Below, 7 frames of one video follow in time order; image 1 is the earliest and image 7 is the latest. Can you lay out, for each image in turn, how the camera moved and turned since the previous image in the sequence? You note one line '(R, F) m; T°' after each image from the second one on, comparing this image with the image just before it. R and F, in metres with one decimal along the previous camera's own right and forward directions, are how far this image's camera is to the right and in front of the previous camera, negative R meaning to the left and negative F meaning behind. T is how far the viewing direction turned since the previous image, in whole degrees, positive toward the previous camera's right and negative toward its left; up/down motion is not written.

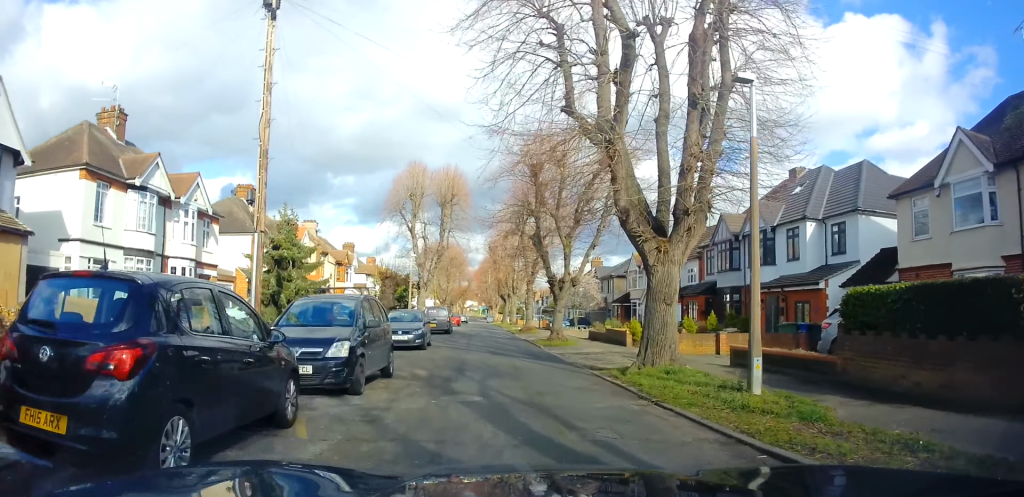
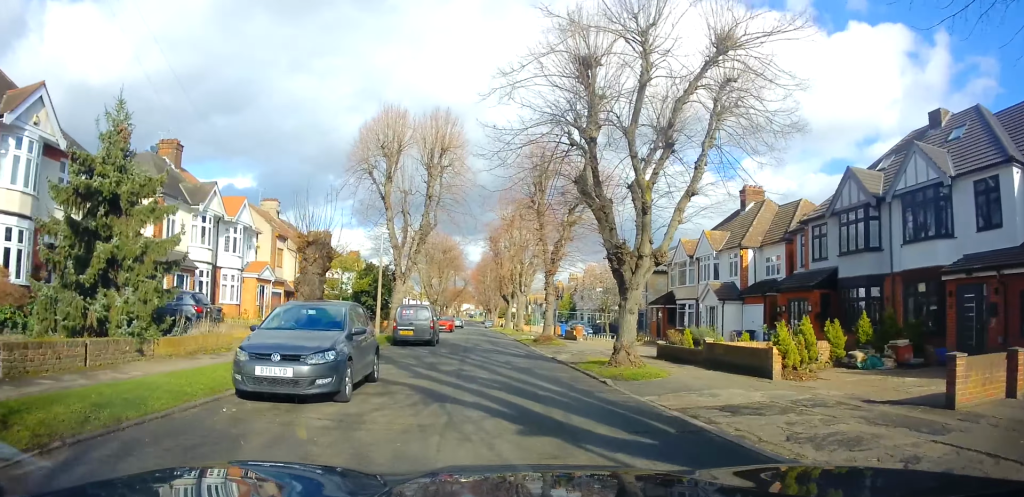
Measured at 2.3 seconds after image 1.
(+0.1, +12.0) m; +1°
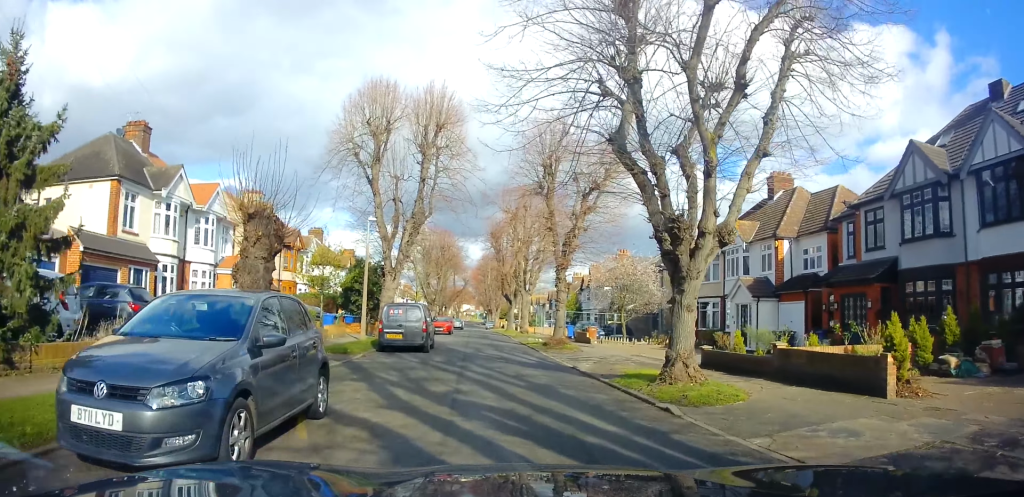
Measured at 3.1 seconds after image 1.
(0.0, +3.6) m; +3°
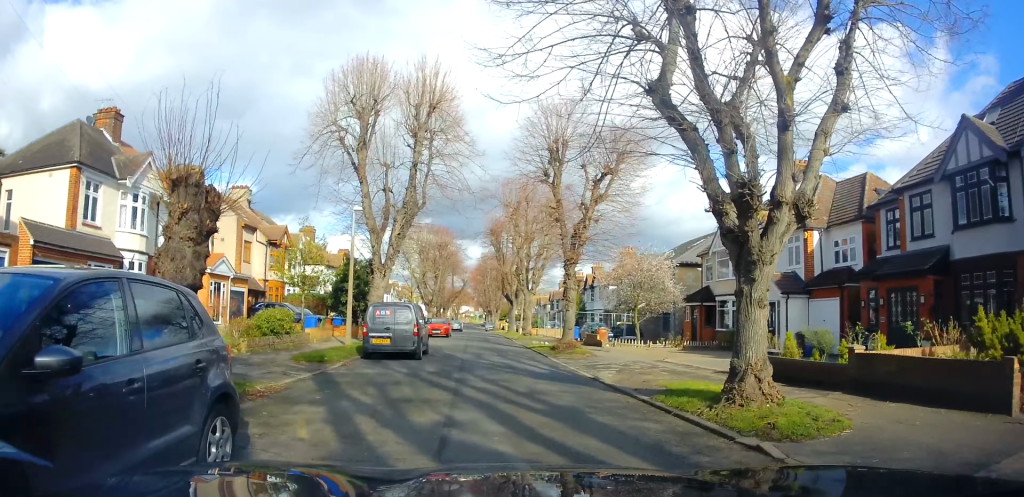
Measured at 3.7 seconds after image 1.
(+0.1, +2.6) m; -2°
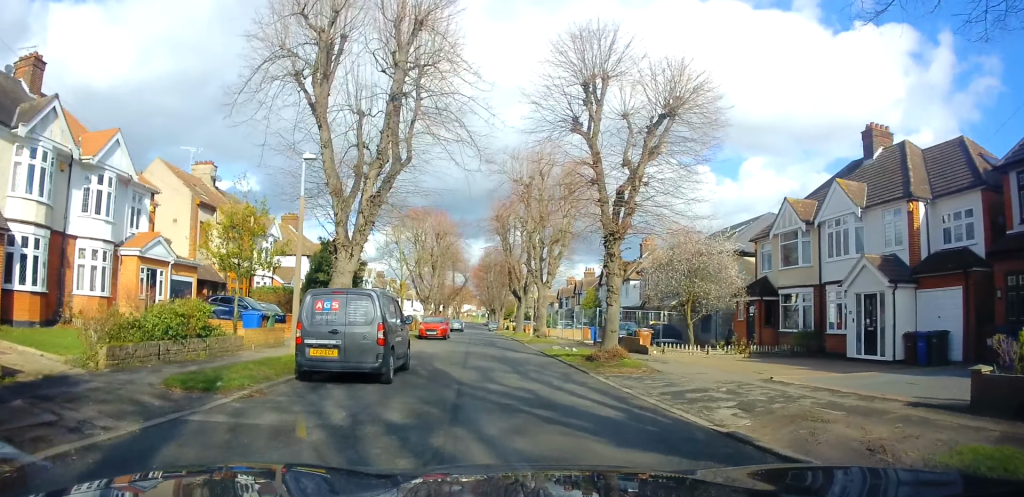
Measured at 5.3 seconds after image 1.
(-0.5, +6.7) m; -4°
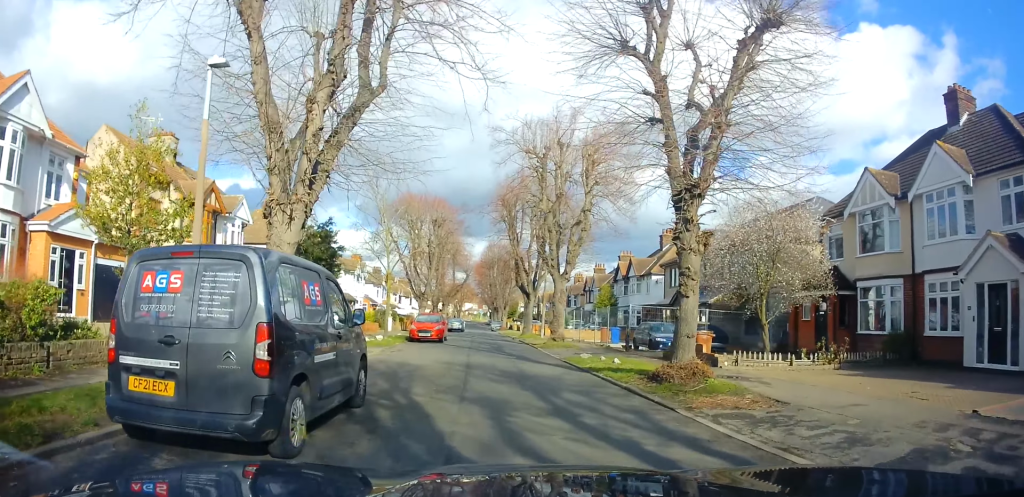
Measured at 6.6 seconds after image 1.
(+0.5, +5.7) m; +5°
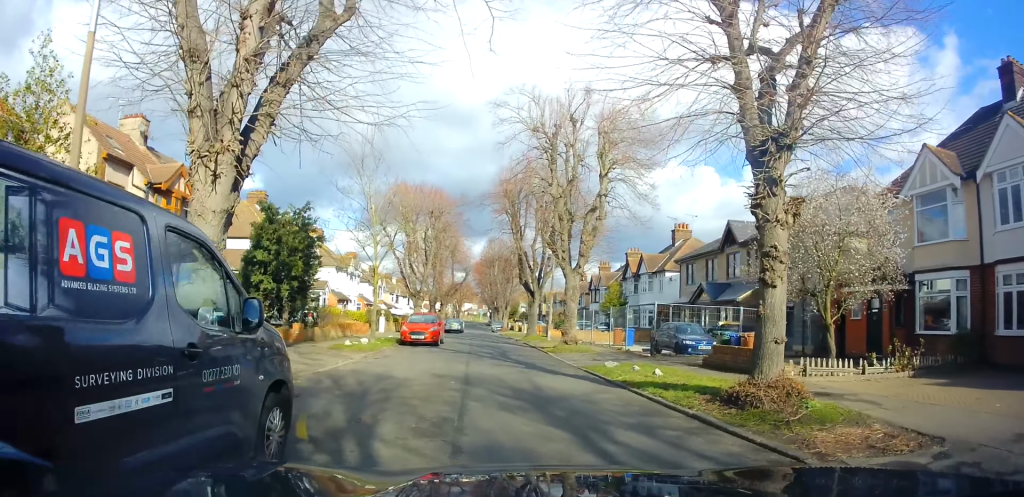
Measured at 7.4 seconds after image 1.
(0.0, +3.4) m; -3°
